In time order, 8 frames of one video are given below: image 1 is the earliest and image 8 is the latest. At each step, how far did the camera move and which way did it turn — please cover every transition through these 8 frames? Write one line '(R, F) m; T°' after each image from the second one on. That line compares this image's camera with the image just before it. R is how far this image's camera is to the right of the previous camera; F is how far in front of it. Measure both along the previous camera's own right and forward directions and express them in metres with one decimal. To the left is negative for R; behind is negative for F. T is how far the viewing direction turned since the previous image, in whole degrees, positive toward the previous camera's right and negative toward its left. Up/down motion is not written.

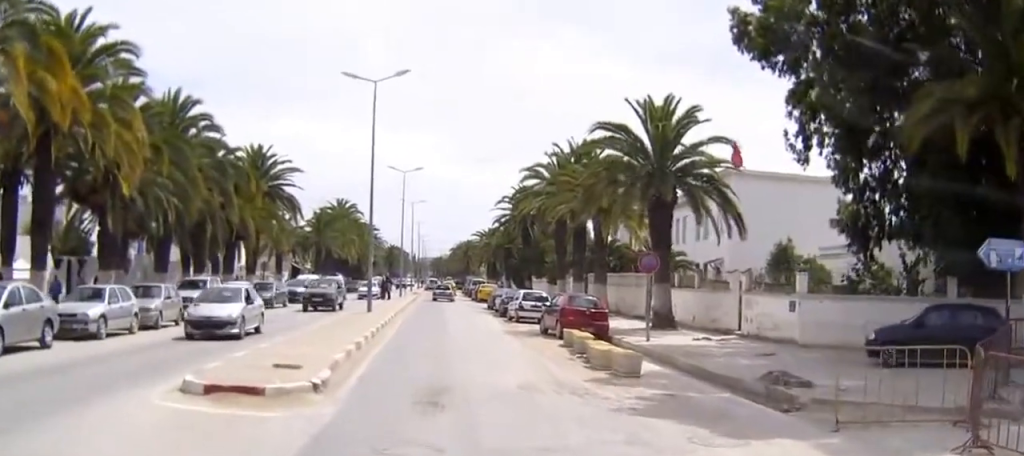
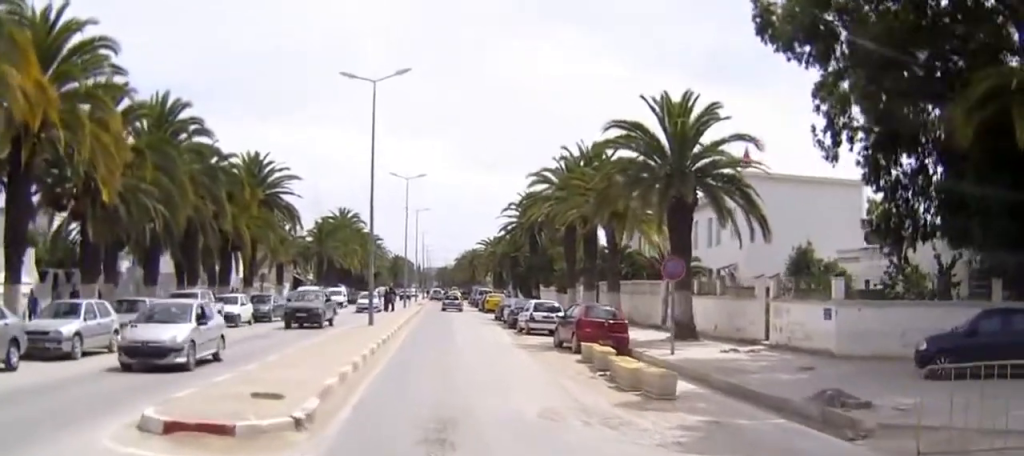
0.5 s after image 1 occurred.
(0.0, +2.7) m; 0°
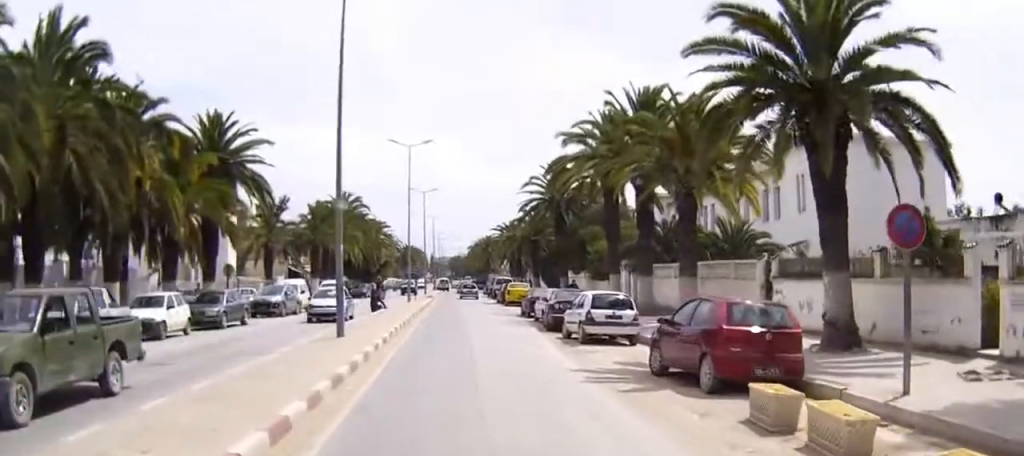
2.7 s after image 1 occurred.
(0.0, +13.4) m; 0°
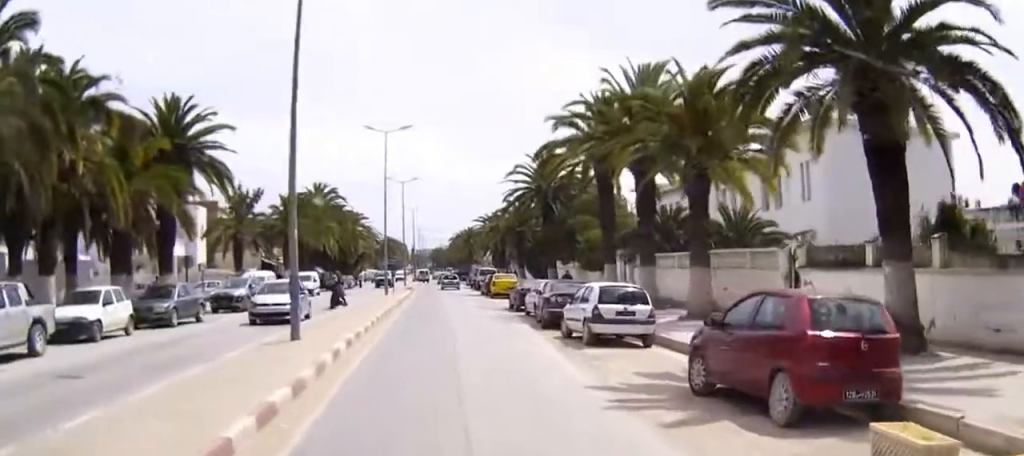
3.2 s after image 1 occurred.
(0.0, +3.7) m; 0°
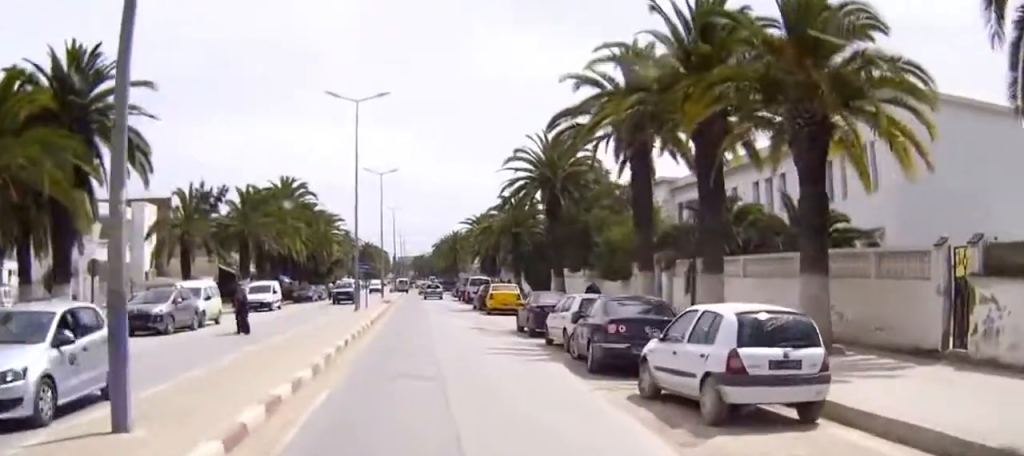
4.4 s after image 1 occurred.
(0.0, +10.1) m; 0°
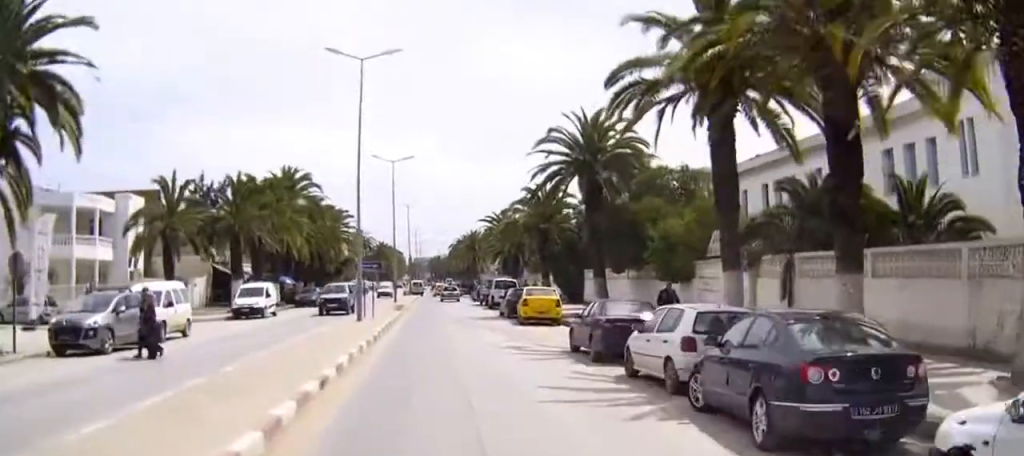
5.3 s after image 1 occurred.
(0.0, +8.3) m; 0°
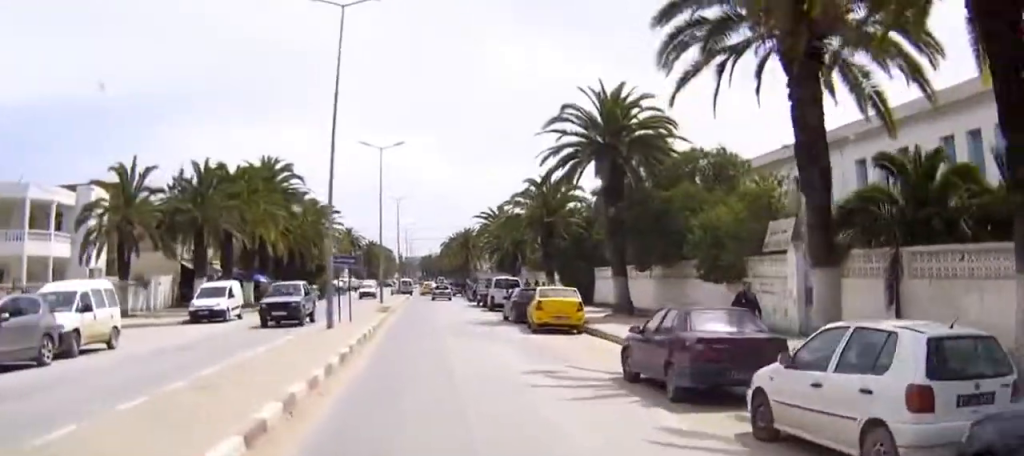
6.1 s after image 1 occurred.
(0.0, +6.9) m; 0°
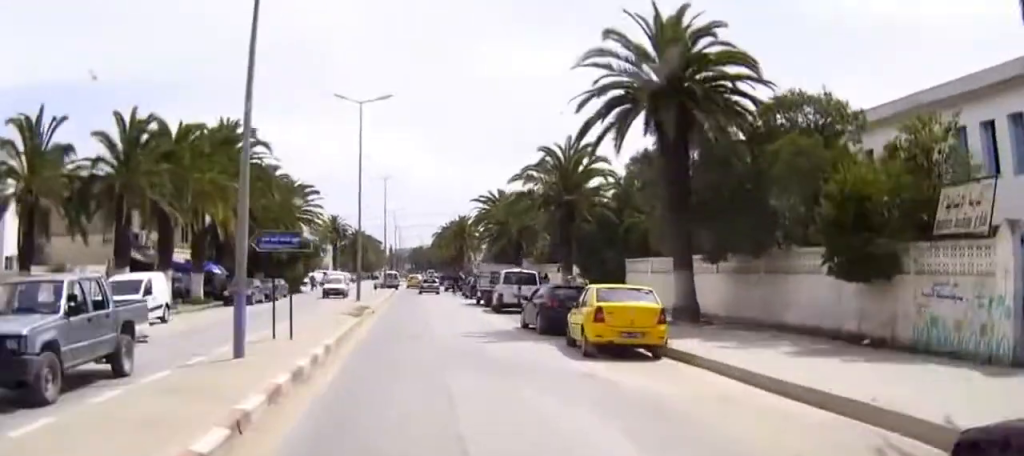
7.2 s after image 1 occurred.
(0.0, +10.9) m; 0°
